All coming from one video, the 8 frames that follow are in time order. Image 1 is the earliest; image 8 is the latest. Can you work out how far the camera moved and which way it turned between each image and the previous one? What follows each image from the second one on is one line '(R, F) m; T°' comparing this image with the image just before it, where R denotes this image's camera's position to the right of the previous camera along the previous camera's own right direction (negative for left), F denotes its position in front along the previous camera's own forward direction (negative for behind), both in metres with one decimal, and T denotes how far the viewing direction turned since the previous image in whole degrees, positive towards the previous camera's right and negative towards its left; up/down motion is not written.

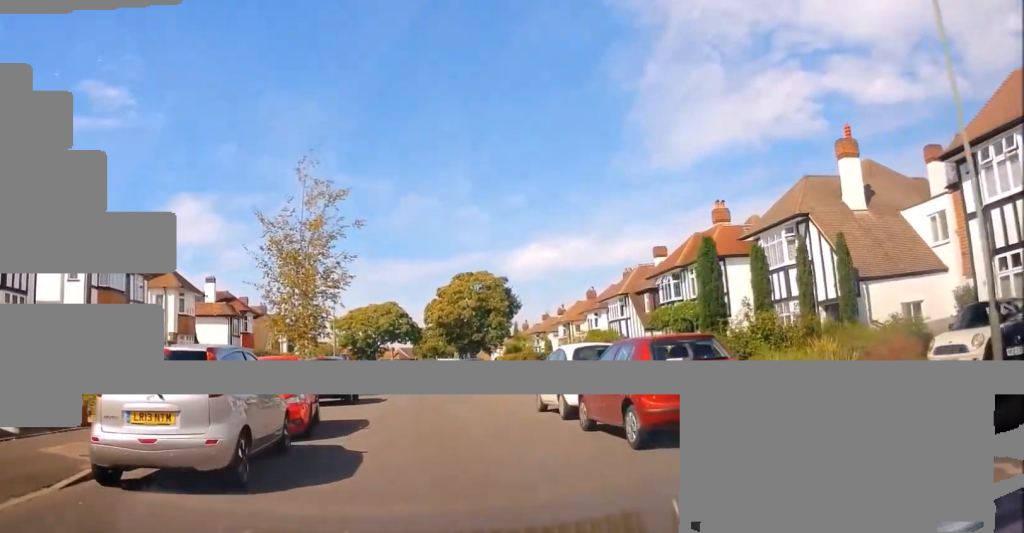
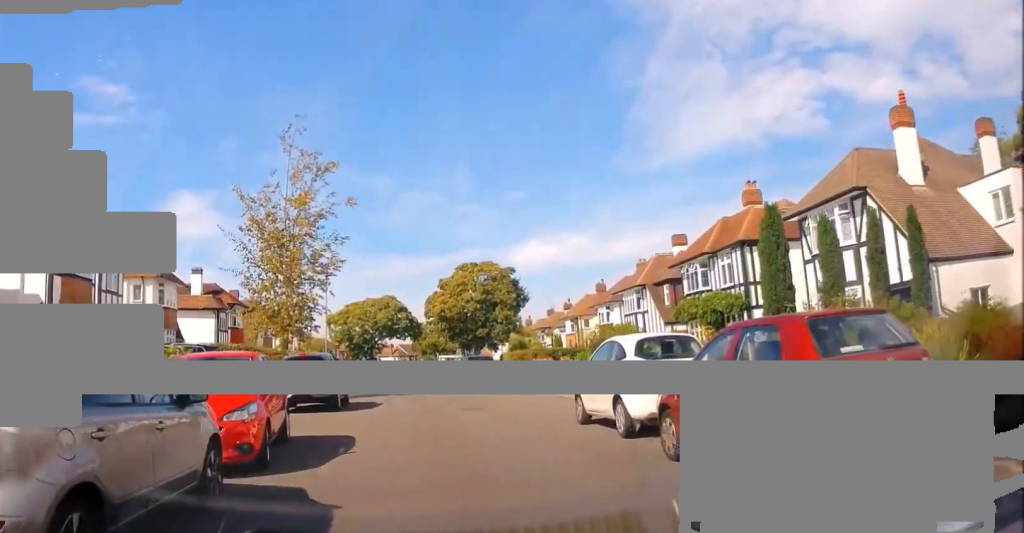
(0.0, +3.9) m; 0°
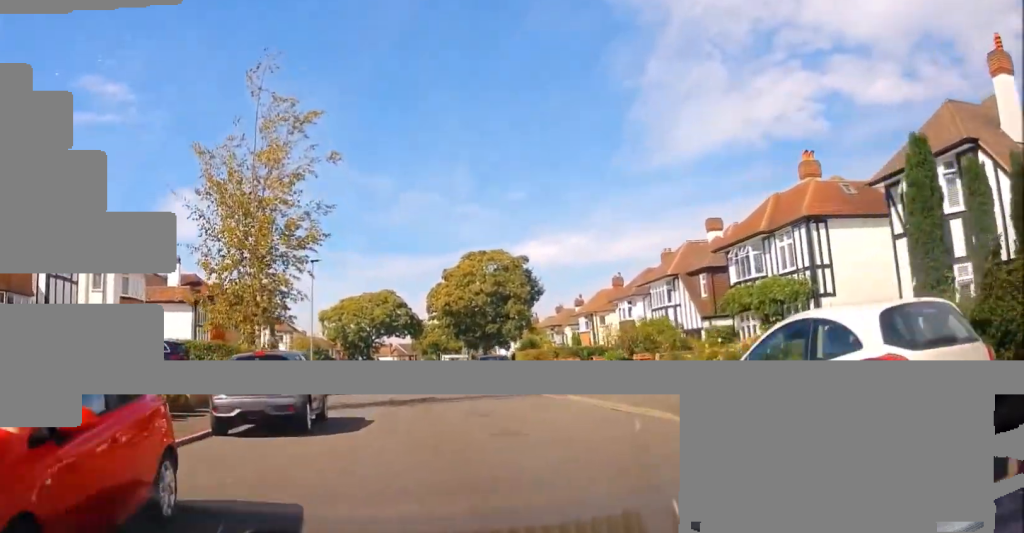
(-0.3, +5.8) m; 0°
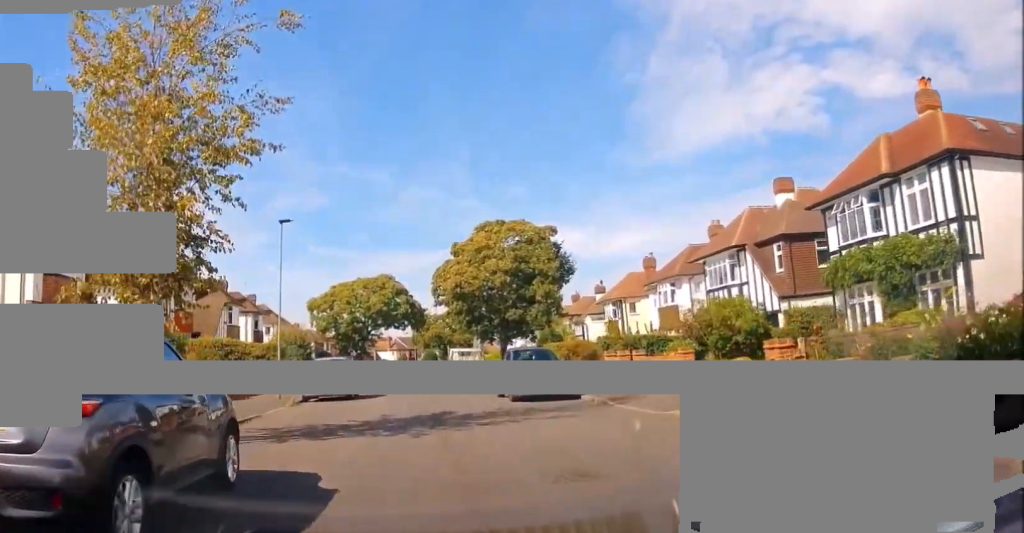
(+0.3, +8.2) m; 0°
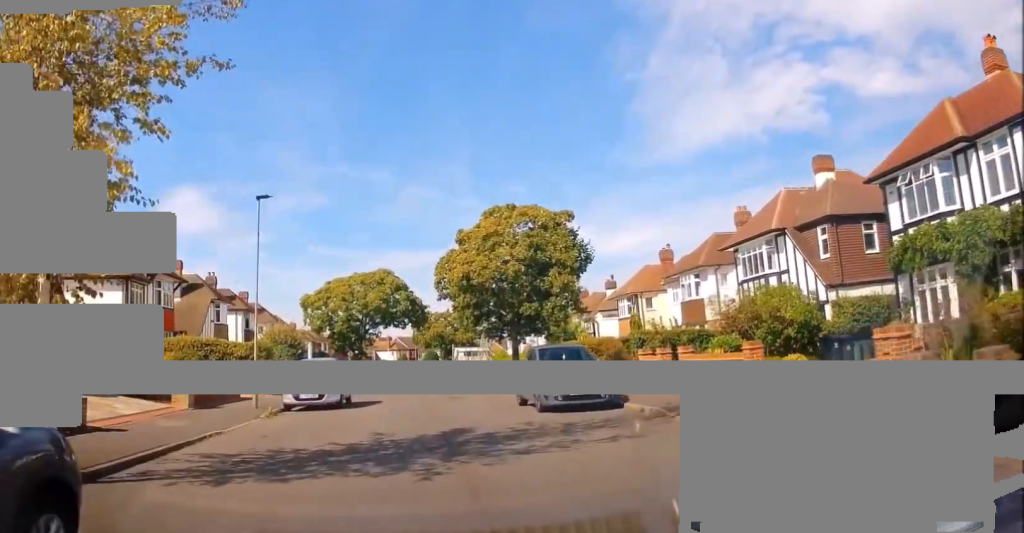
(-0.2, +3.7) m; -2°
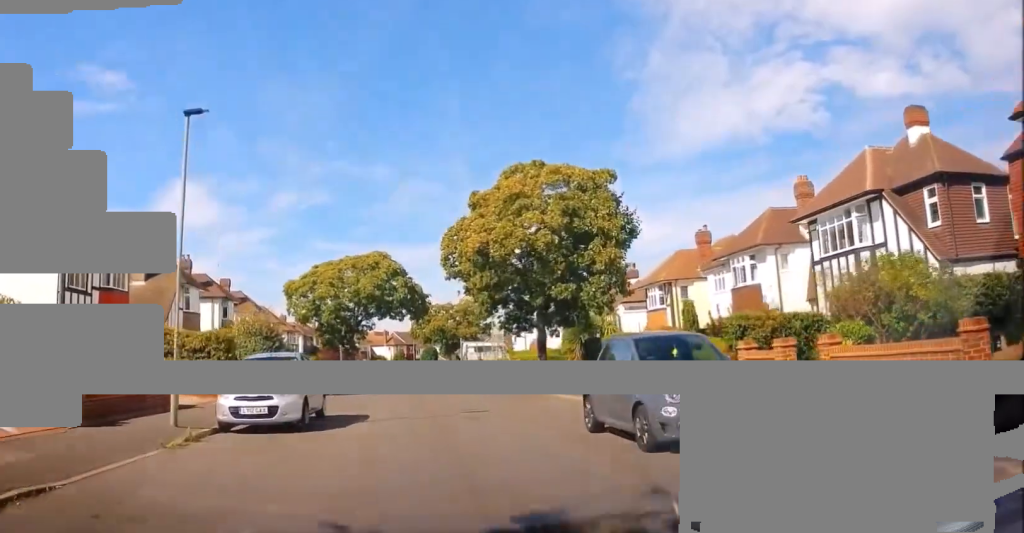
(-0.2, +7.0) m; +1°
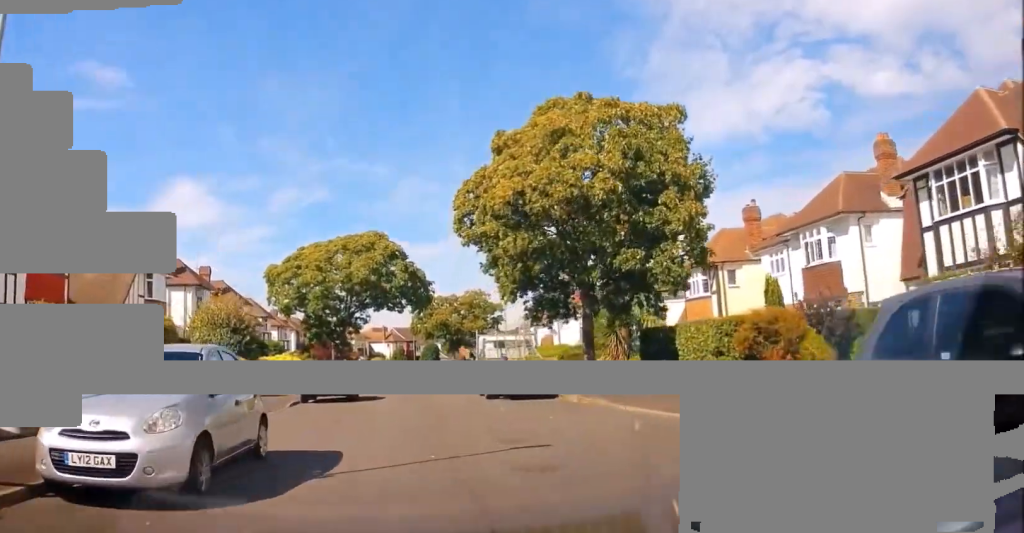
(+0.2, +6.5) m; +1°
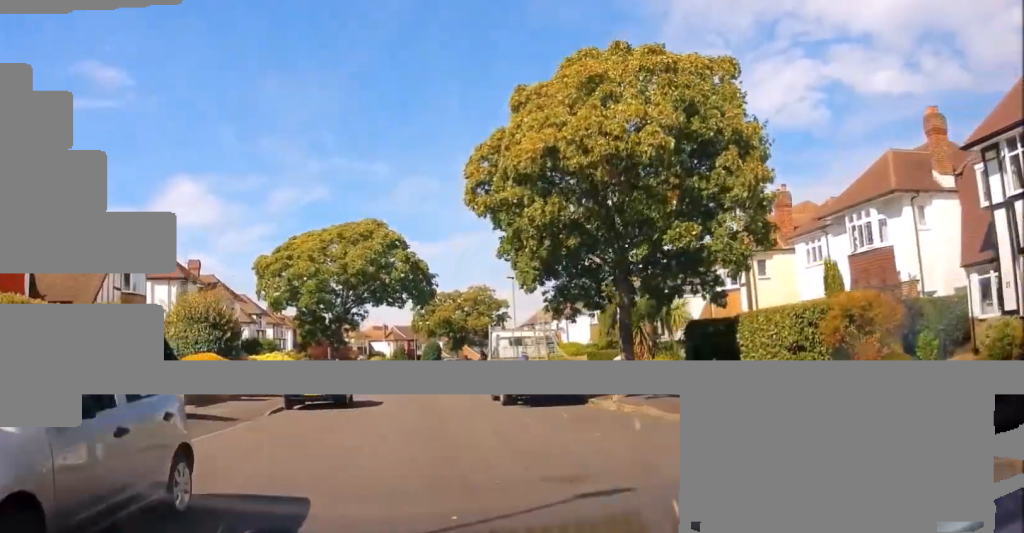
(+0.4, +3.2) m; -2°
